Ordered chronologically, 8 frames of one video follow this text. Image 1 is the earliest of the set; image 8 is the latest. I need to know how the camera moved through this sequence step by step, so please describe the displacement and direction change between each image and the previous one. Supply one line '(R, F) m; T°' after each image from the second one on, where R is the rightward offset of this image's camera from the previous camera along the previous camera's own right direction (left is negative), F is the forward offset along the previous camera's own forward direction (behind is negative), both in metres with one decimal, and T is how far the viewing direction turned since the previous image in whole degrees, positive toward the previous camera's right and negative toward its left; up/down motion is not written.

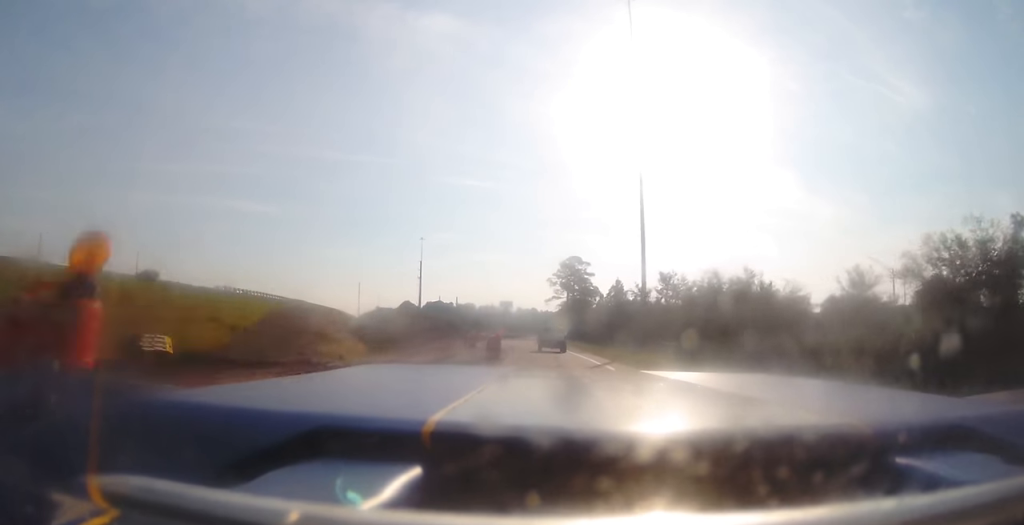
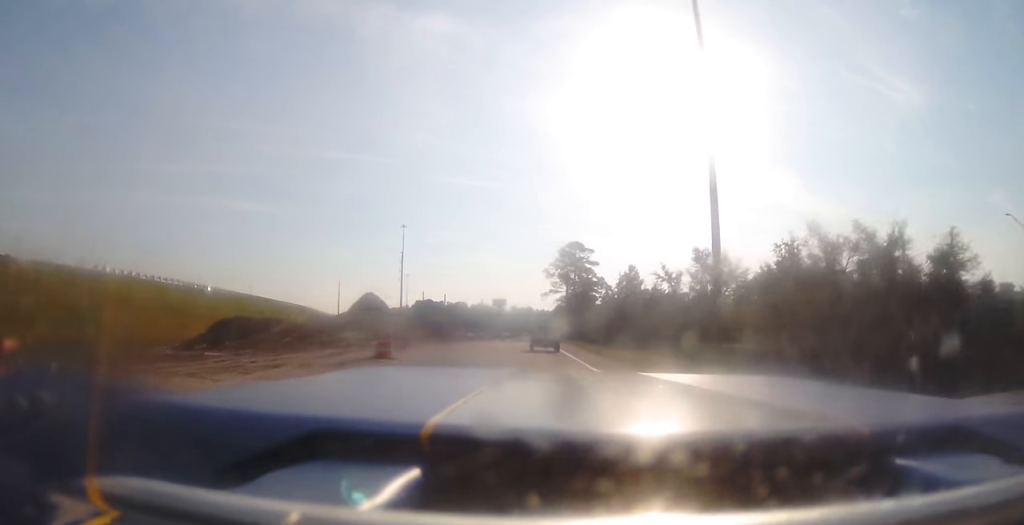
(-0.2, +23.6) m; 0°
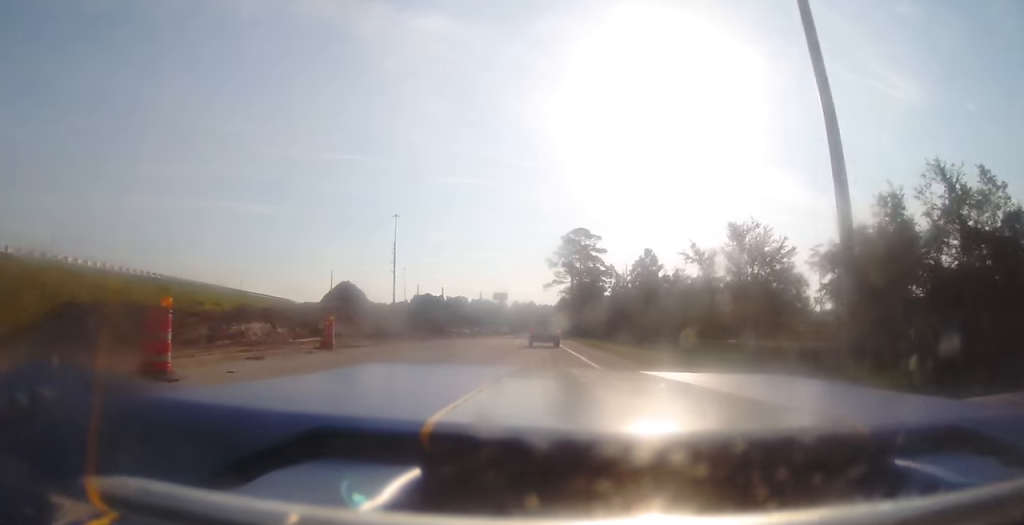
(0.0, +13.2) m; 0°
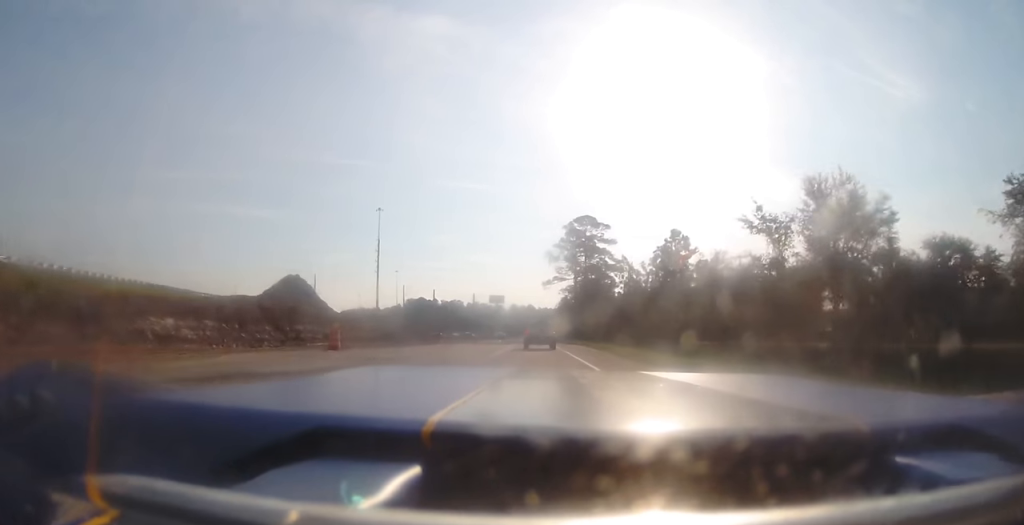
(+0.2, +18.2) m; 0°
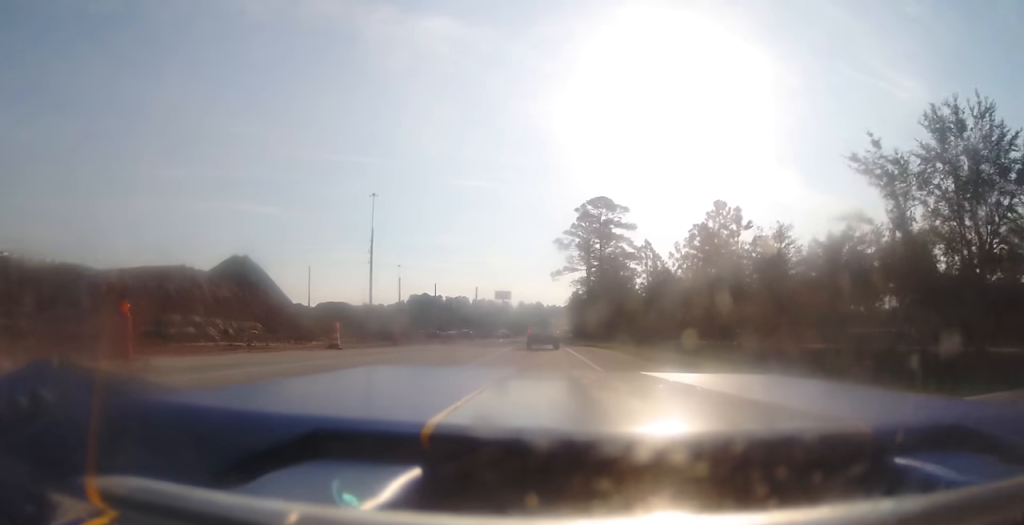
(-0.1, +14.5) m; -1°
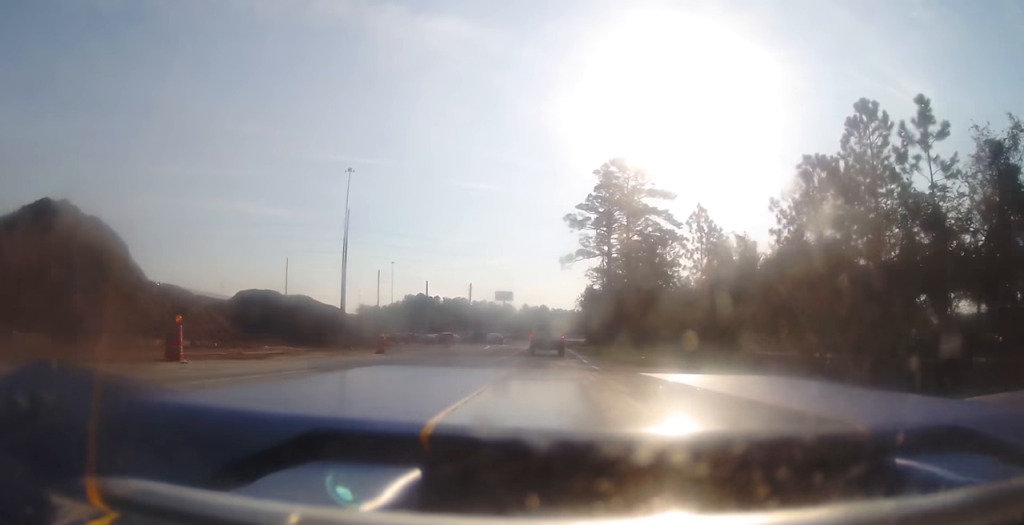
(-0.3, +25.1) m; 0°
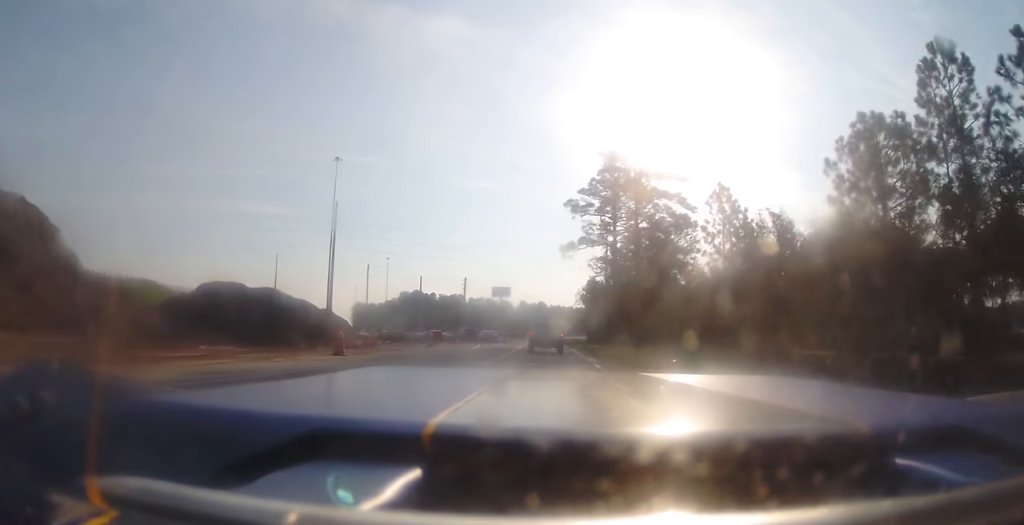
(+0.1, +7.3) m; 0°
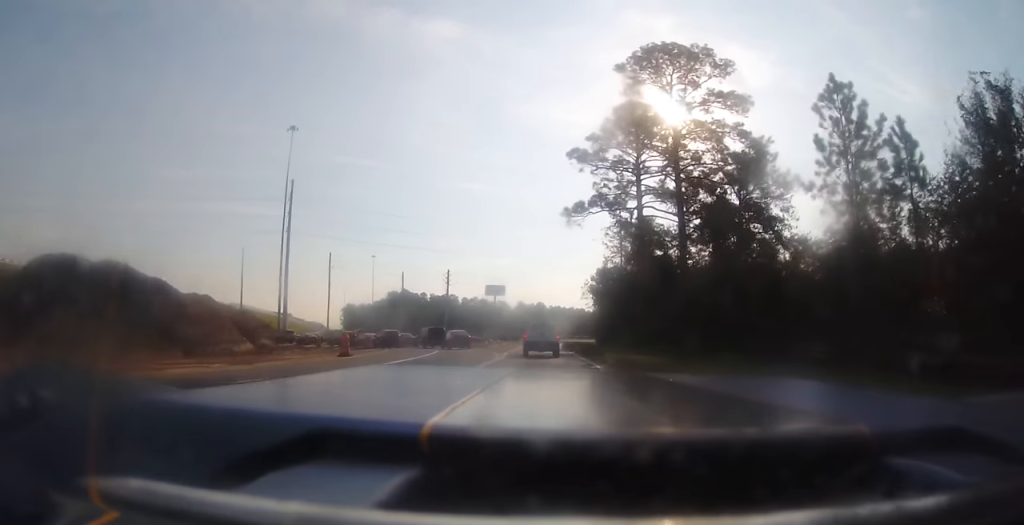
(+0.1, +21.9) m; 0°
